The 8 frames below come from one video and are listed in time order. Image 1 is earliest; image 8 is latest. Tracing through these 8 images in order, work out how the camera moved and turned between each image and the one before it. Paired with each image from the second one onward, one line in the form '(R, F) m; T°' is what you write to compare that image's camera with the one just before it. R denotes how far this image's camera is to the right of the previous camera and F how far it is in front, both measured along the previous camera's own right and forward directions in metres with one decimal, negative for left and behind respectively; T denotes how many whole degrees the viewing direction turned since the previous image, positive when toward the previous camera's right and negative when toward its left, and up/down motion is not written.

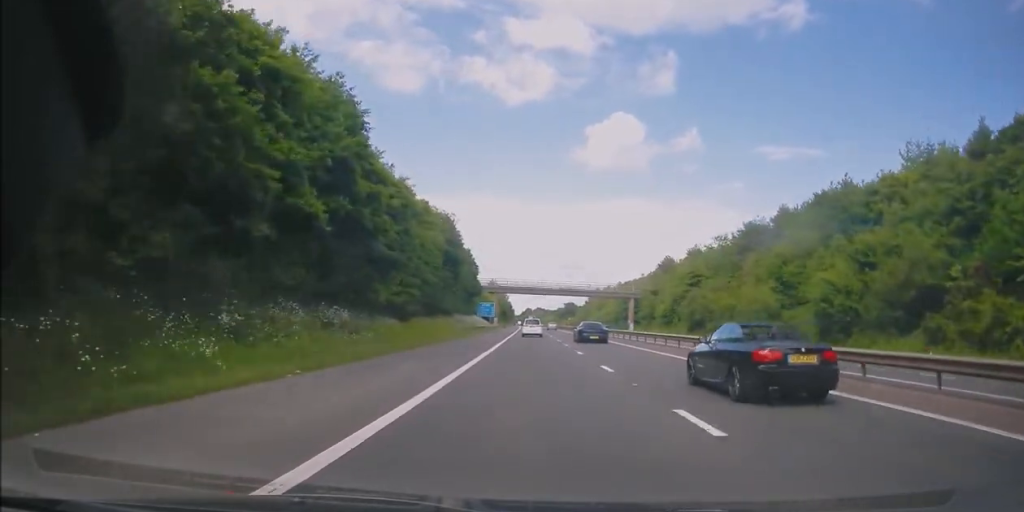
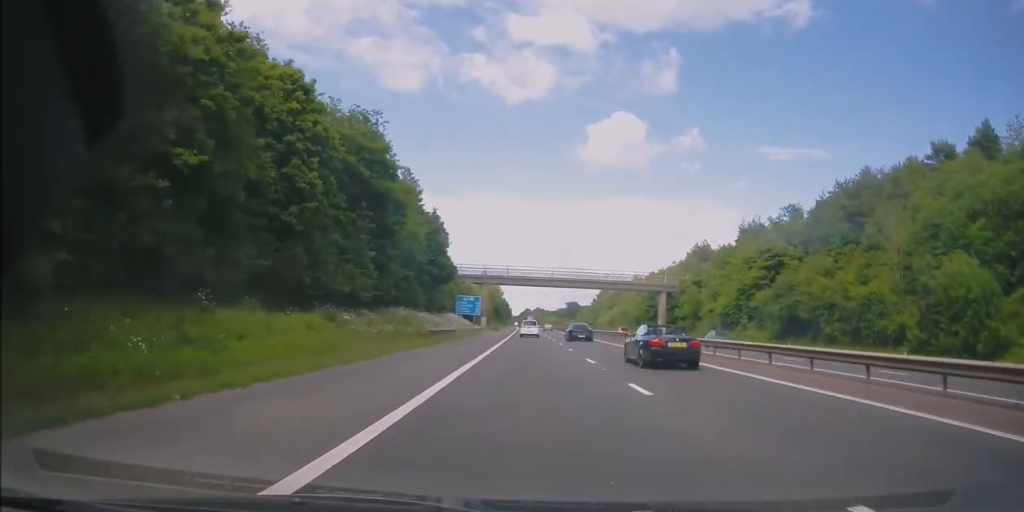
(+0.3, +32.5) m; 0°
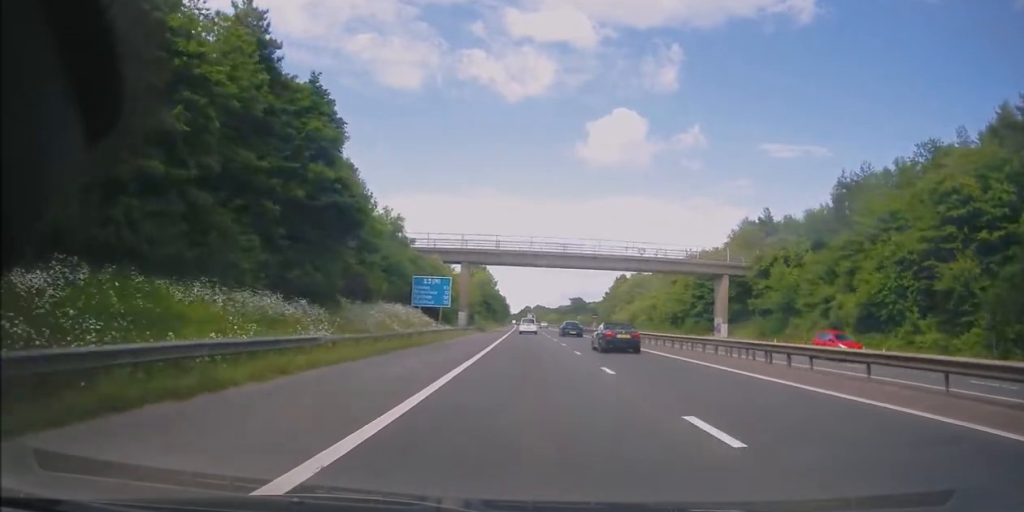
(-0.6, +32.4) m; -1°
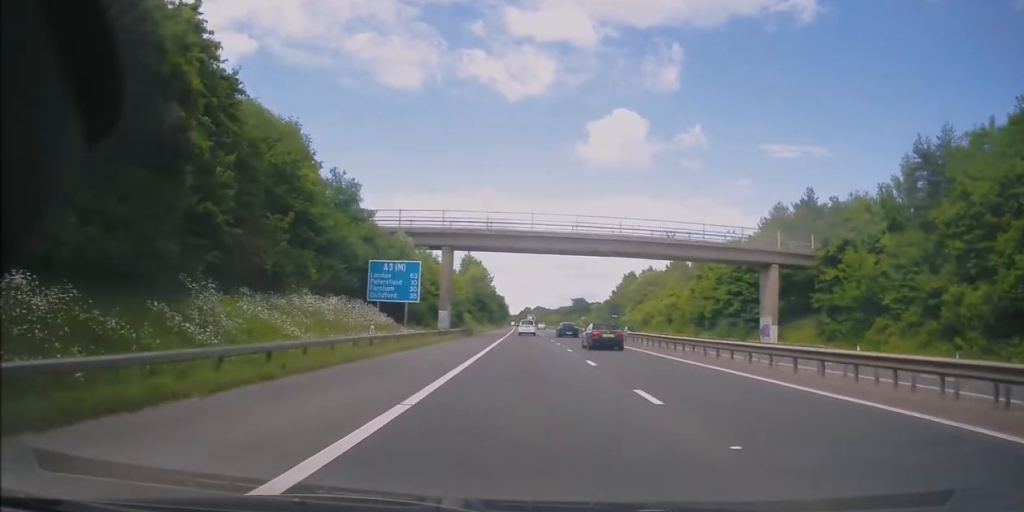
(+0.1, +14.8) m; 0°
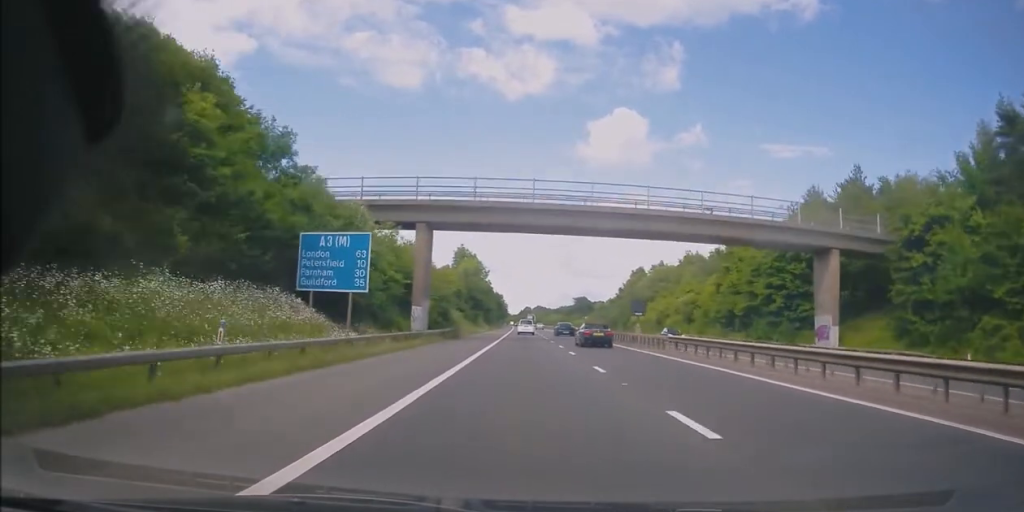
(+0.1, +12.0) m; 0°
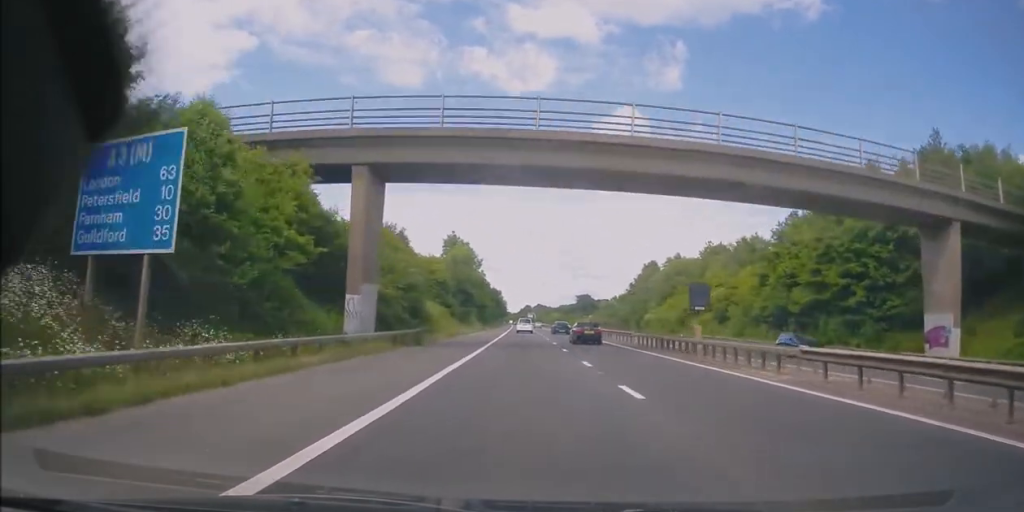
(0.0, +14.8) m; 0°
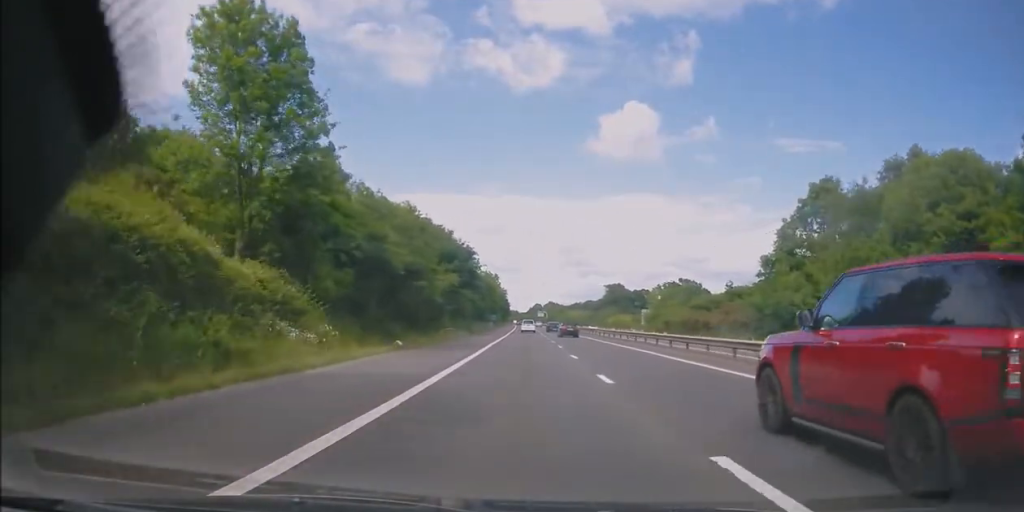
(-0.7, +77.9) m; 0°
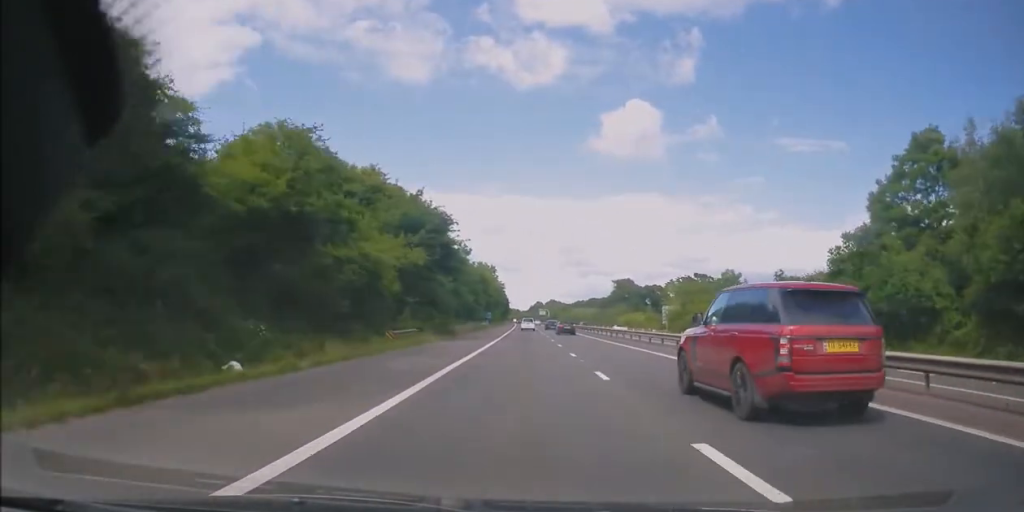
(+0.2, +17.6) m; 0°
